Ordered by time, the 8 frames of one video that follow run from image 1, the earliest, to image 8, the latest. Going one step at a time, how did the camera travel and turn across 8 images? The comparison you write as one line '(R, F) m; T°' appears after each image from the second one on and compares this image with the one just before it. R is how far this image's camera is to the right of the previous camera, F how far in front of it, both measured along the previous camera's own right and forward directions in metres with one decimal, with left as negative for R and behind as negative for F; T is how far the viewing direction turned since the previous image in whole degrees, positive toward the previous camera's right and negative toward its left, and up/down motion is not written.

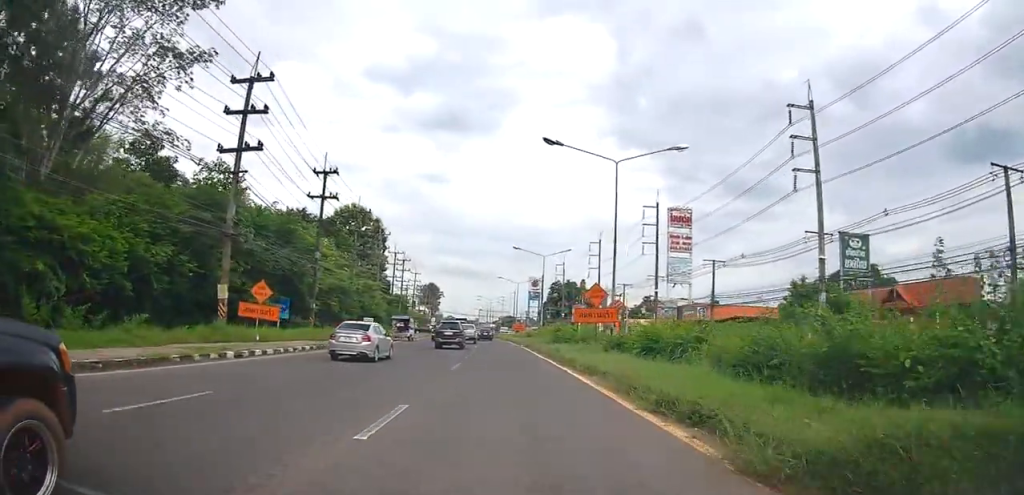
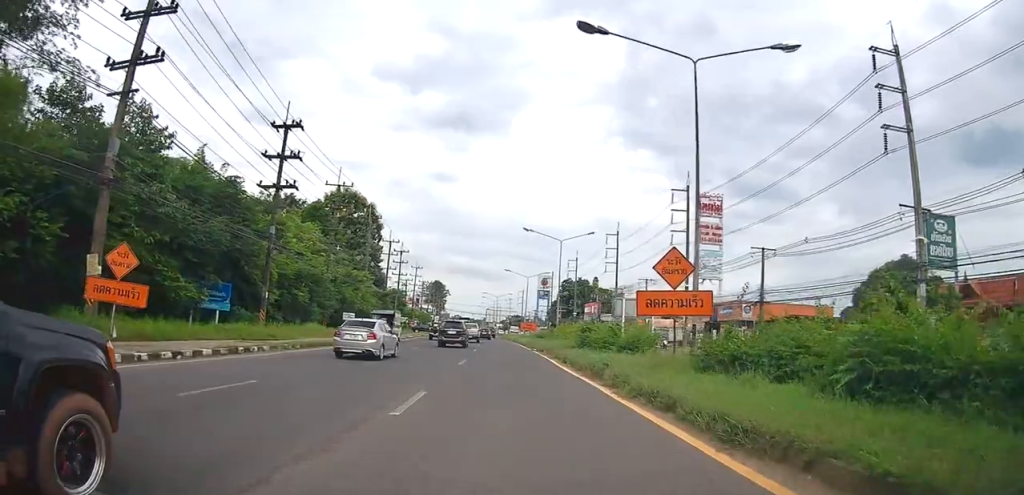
(-0.2, +10.3) m; 0°
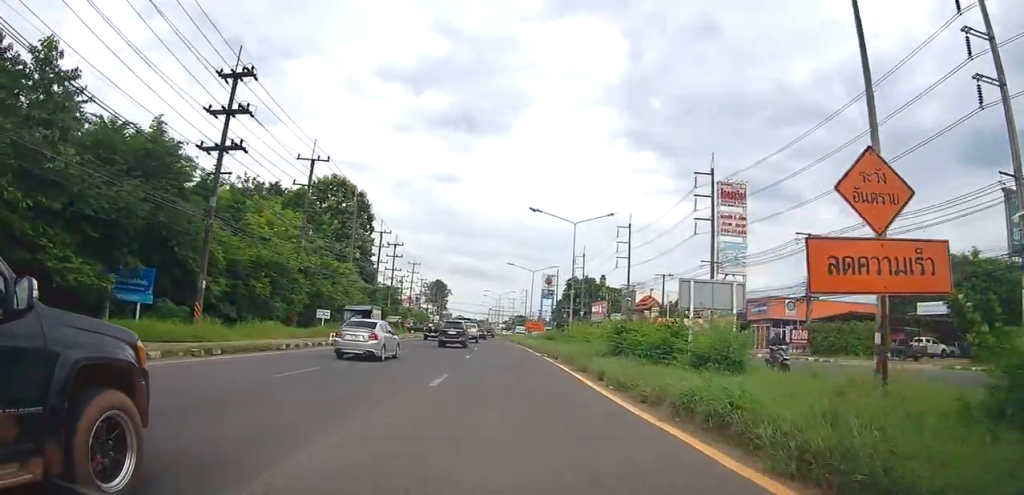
(+0.2, +7.9) m; 0°
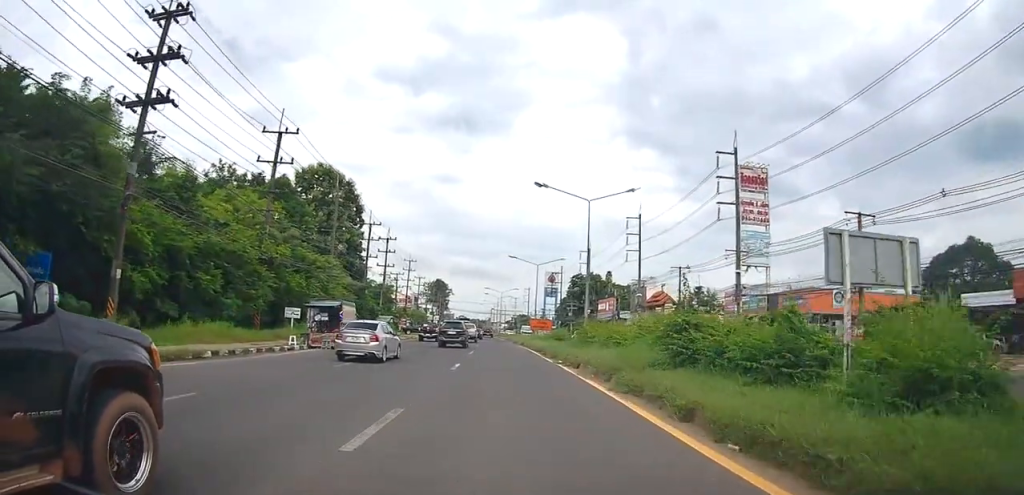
(-0.1, +6.7) m; 0°
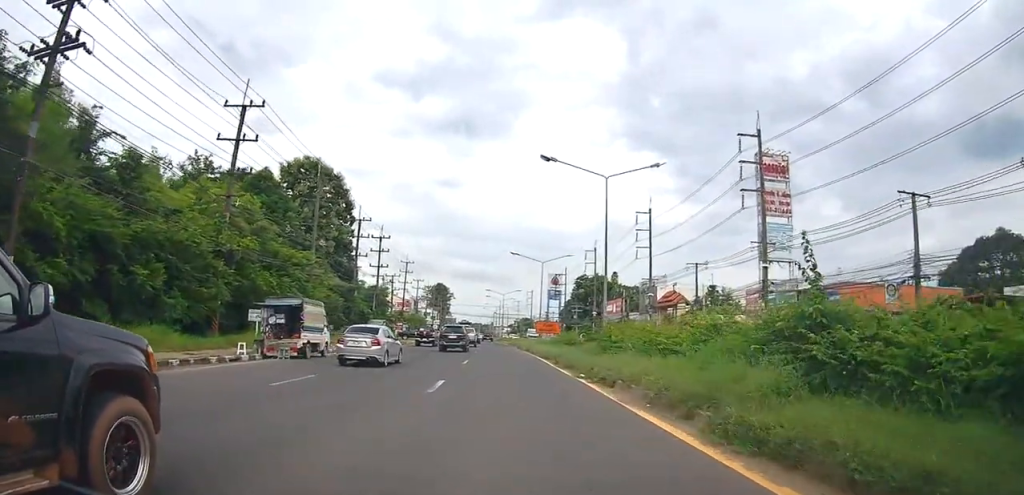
(-0.1, +5.6) m; 0°
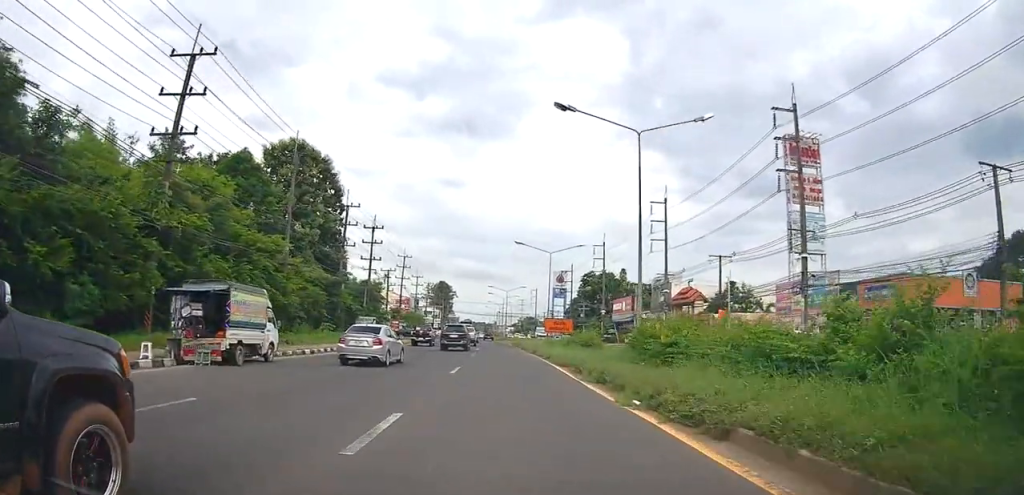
(0.0, +6.4) m; 0°
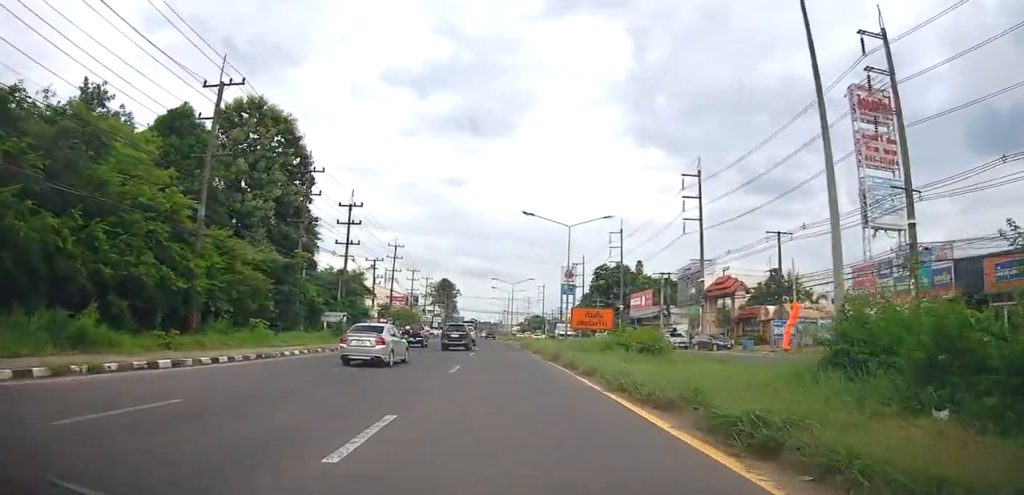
(0.0, +12.4) m; 0°
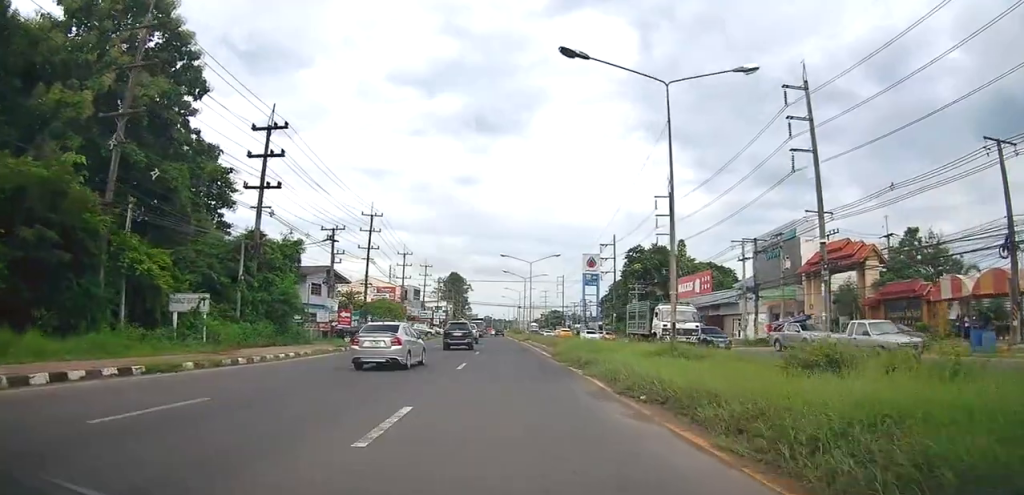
(-0.4, +23.2) m; -2°
